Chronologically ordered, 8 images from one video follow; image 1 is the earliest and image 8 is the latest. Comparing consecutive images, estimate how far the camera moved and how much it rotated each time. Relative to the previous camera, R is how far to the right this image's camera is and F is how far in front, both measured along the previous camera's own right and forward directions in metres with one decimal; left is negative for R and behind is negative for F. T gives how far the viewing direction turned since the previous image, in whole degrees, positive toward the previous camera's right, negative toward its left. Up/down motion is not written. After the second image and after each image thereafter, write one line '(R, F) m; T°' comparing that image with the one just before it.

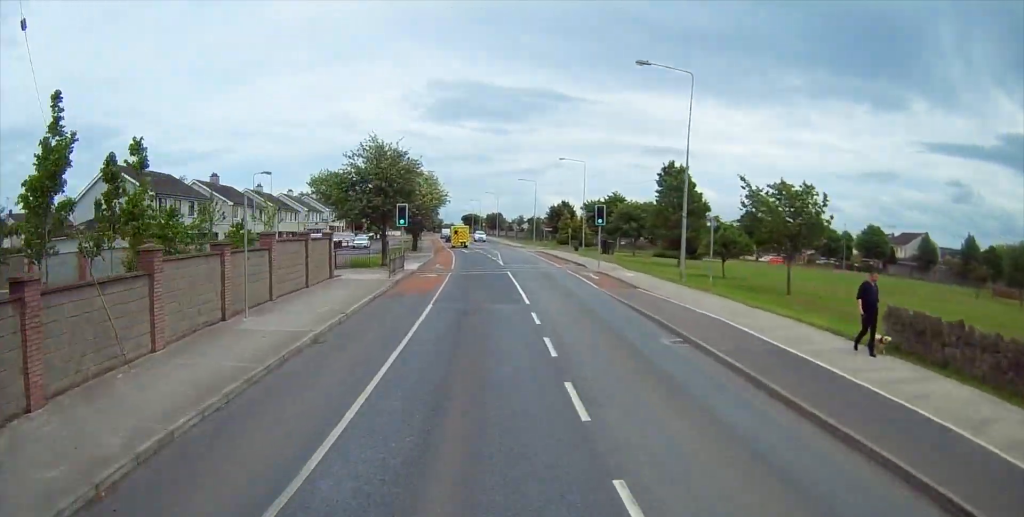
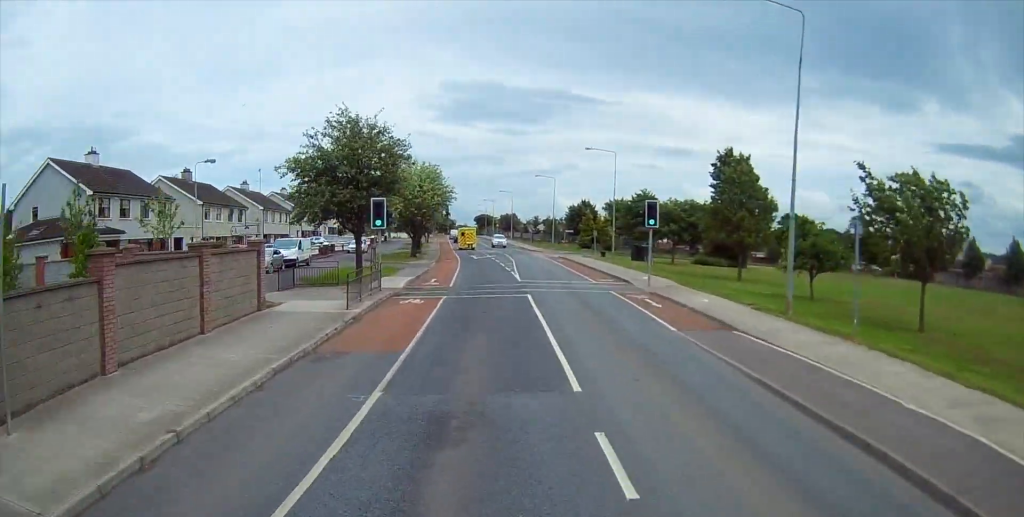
(0.0, +10.4) m; 0°
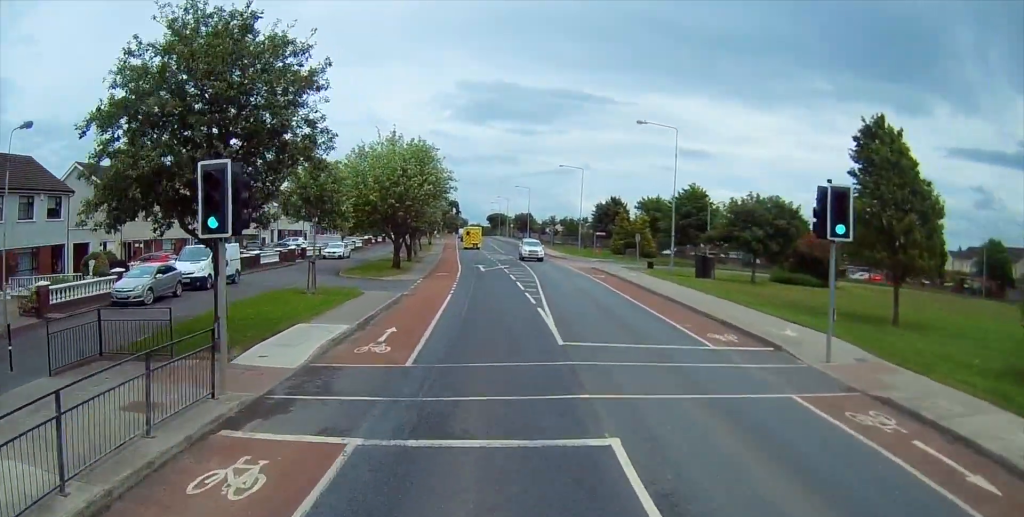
(0.0, +15.8) m; -2°
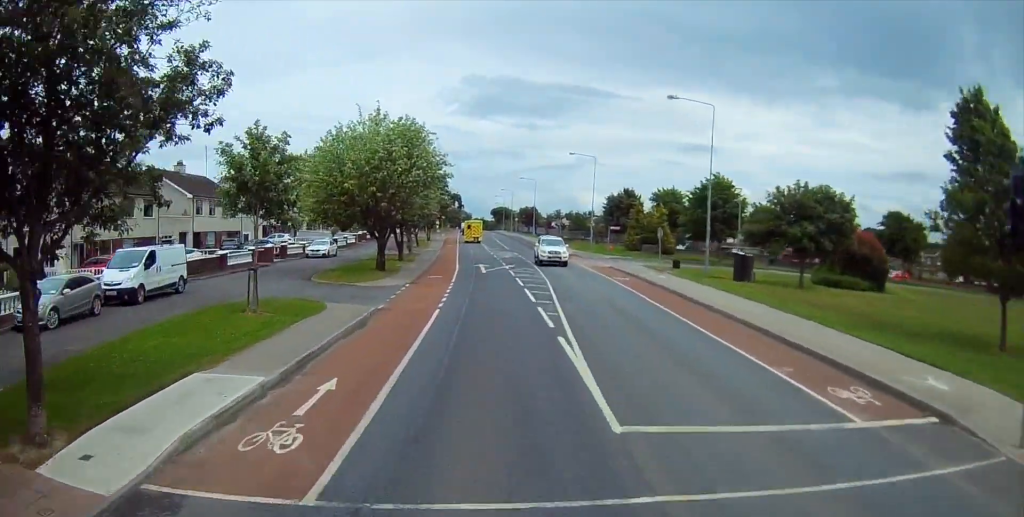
(+0.1, +6.4) m; -1°
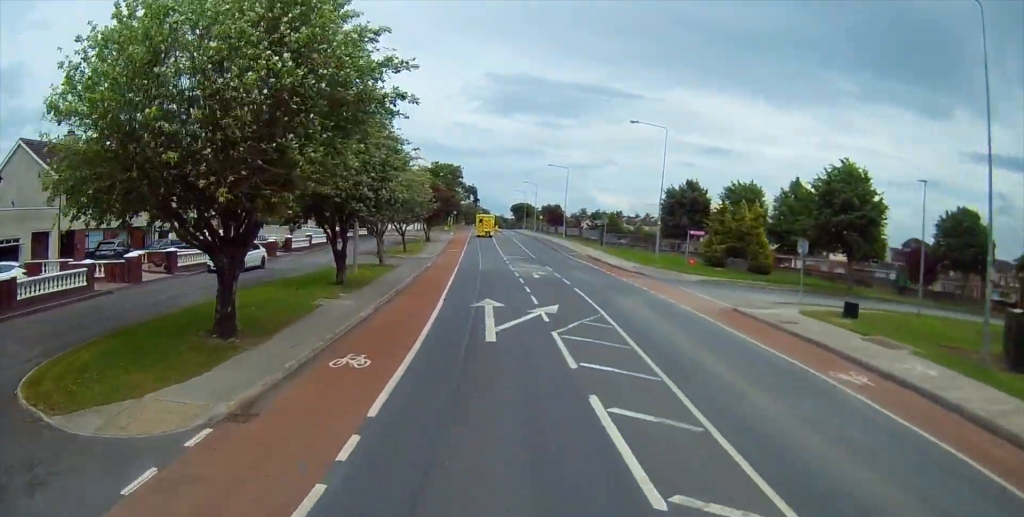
(-0.5, +21.0) m; -1°
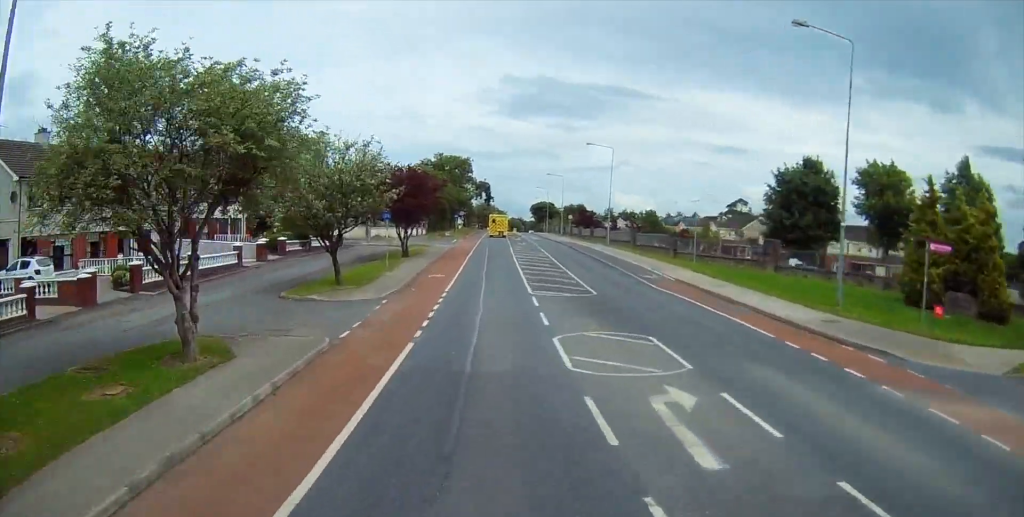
(+0.1, +23.4) m; -1°
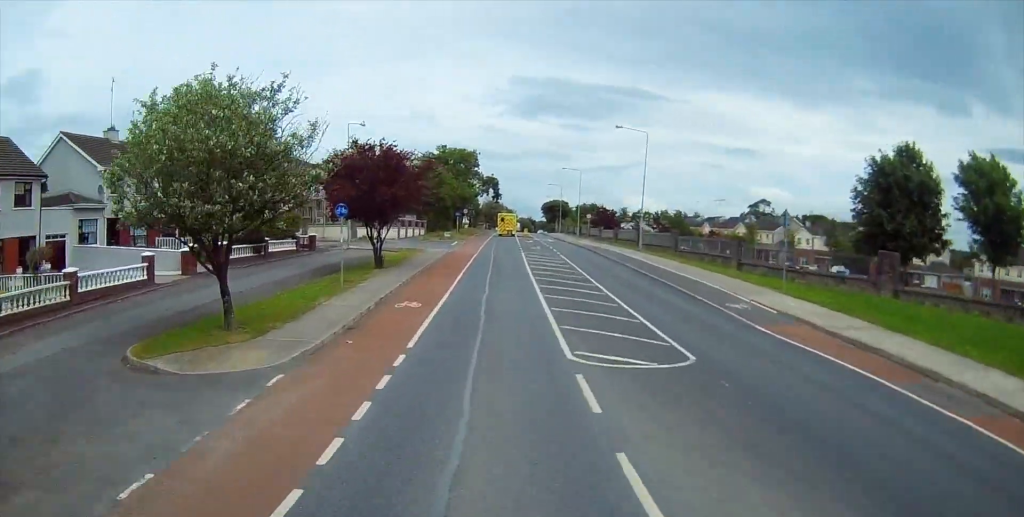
(-0.2, +10.9) m; -1°
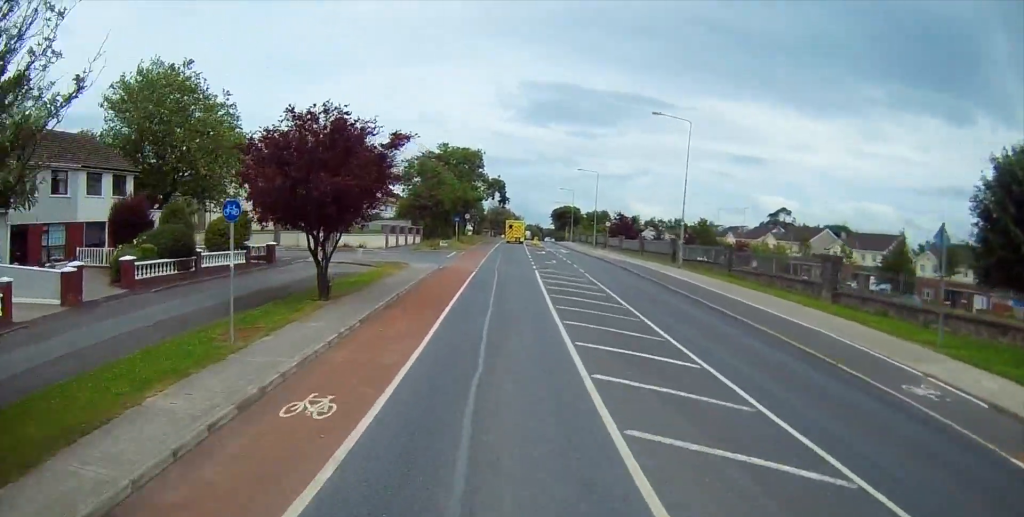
(-0.1, +10.0) m; -1°
